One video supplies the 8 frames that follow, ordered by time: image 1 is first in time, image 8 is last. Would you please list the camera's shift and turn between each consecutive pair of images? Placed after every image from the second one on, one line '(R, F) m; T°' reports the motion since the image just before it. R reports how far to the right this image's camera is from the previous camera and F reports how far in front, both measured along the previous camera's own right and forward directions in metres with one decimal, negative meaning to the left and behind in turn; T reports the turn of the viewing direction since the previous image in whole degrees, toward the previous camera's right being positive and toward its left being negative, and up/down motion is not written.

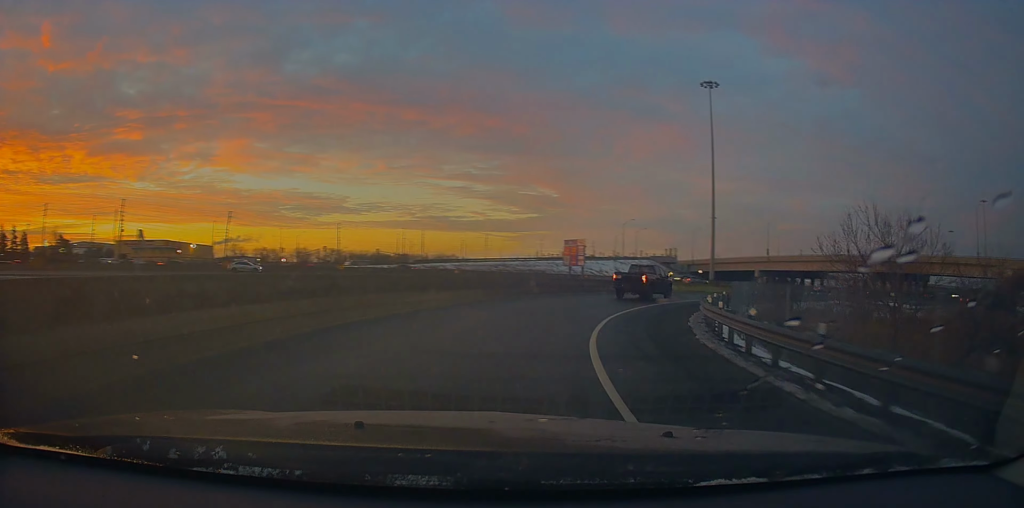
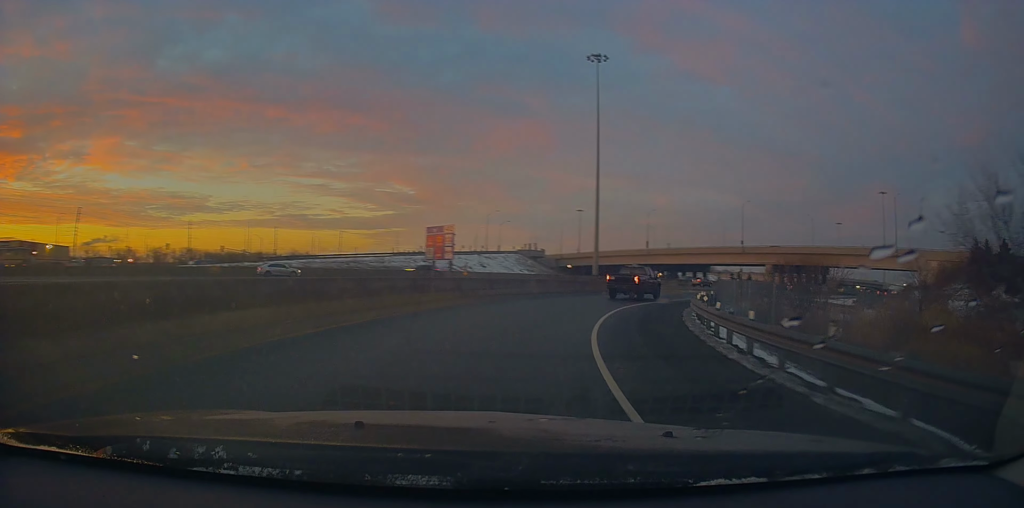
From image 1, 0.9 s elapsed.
(+1.9, +13.0) m; +15°
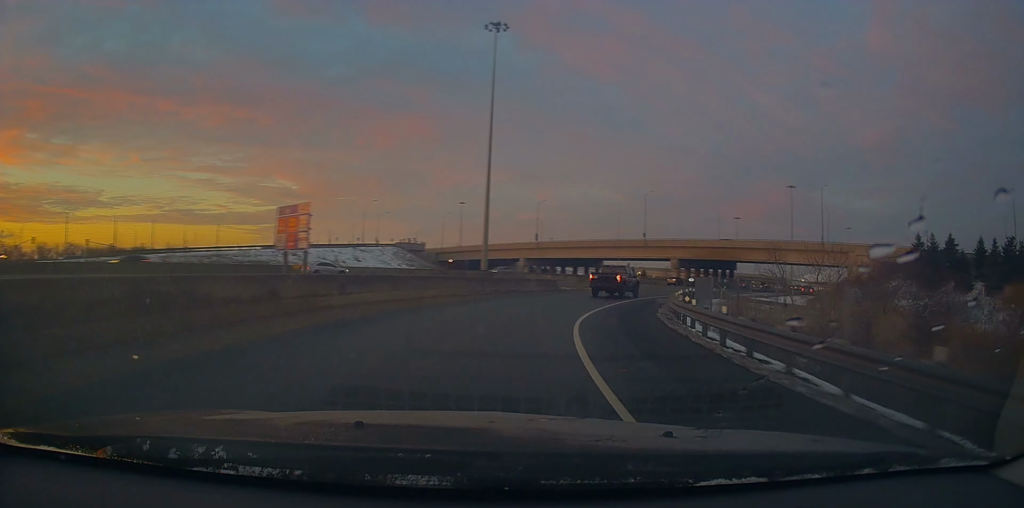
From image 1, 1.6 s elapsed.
(+1.5, +11.2) m; +11°
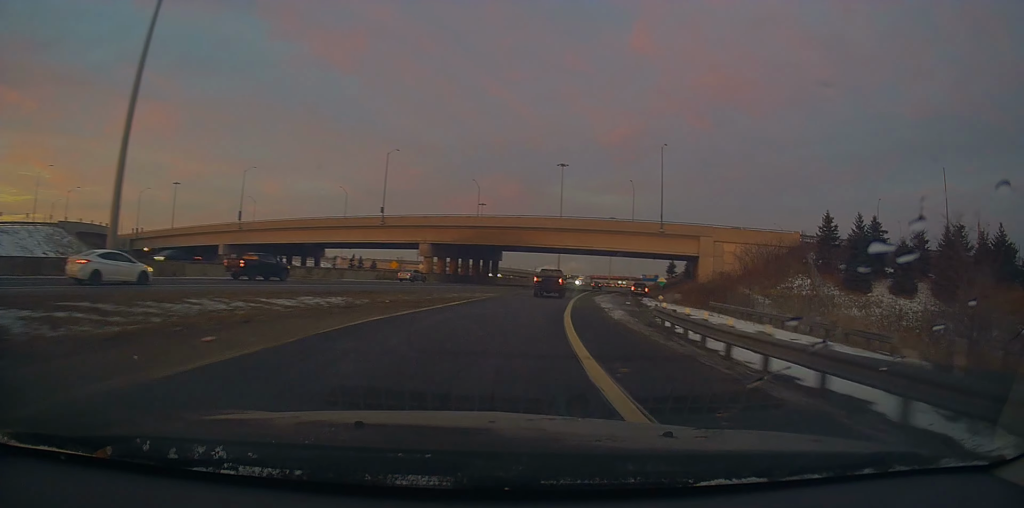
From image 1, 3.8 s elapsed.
(+9.8, +33.8) m; +30°
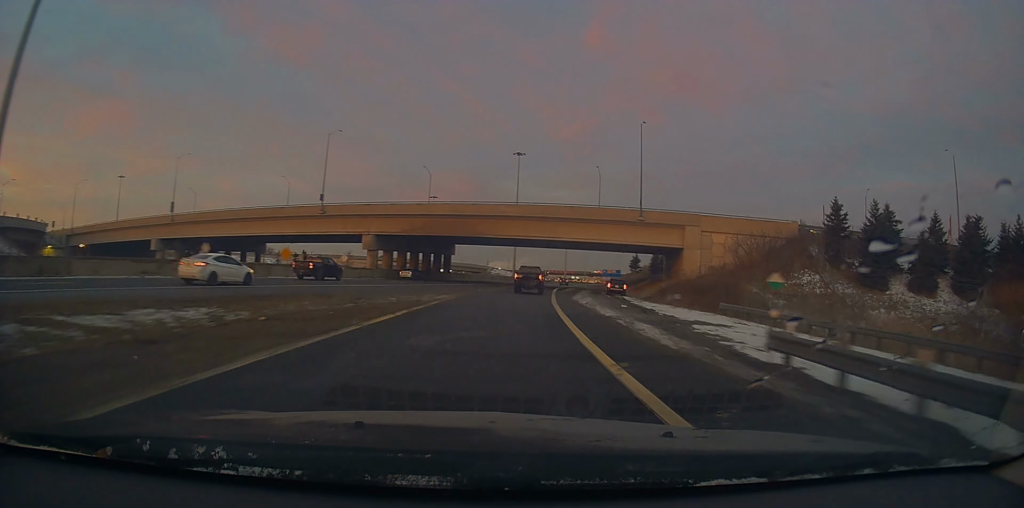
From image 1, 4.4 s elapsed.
(+0.5, +9.7) m; +4°
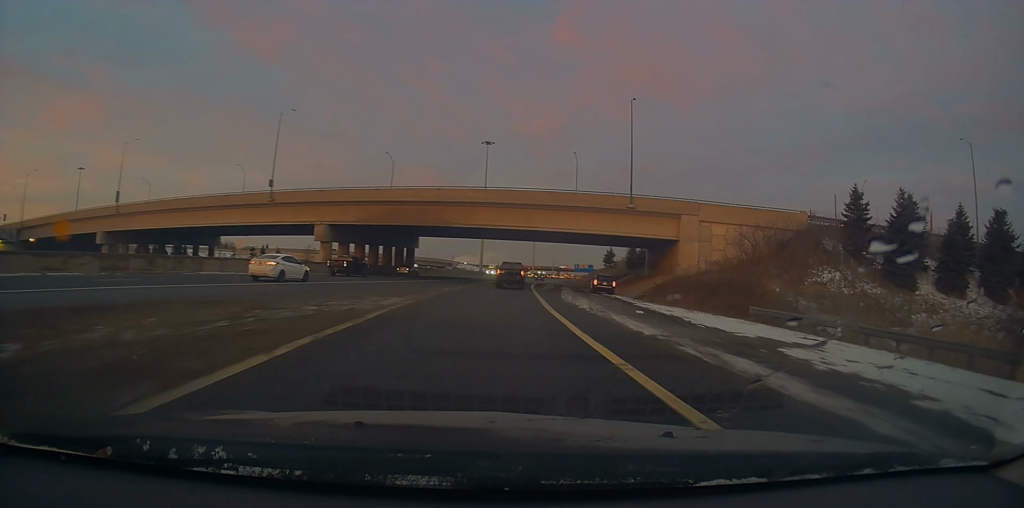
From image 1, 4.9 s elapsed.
(+0.2, +8.2) m; +2°
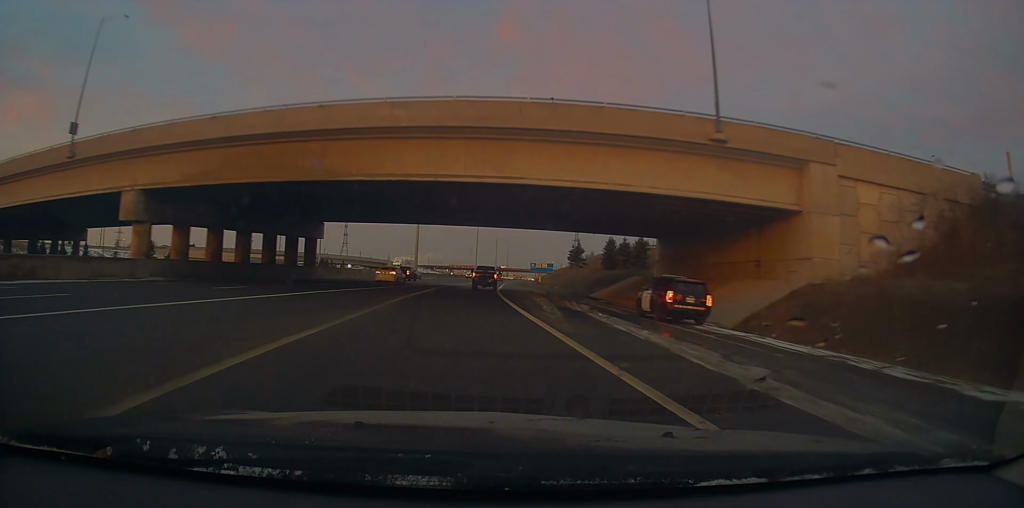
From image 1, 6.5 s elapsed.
(+2.9, +29.4) m; +11°
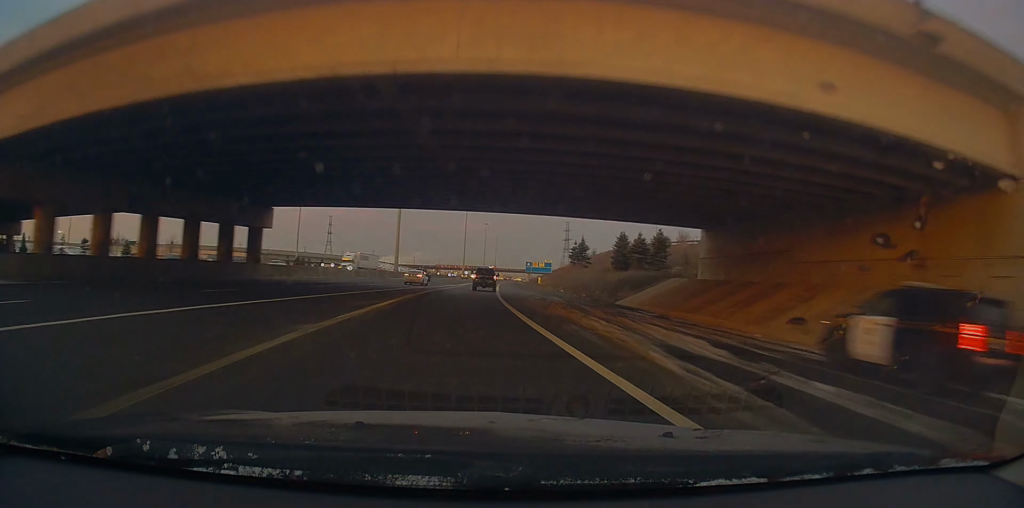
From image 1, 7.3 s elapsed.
(+0.7, +14.6) m; +2°
